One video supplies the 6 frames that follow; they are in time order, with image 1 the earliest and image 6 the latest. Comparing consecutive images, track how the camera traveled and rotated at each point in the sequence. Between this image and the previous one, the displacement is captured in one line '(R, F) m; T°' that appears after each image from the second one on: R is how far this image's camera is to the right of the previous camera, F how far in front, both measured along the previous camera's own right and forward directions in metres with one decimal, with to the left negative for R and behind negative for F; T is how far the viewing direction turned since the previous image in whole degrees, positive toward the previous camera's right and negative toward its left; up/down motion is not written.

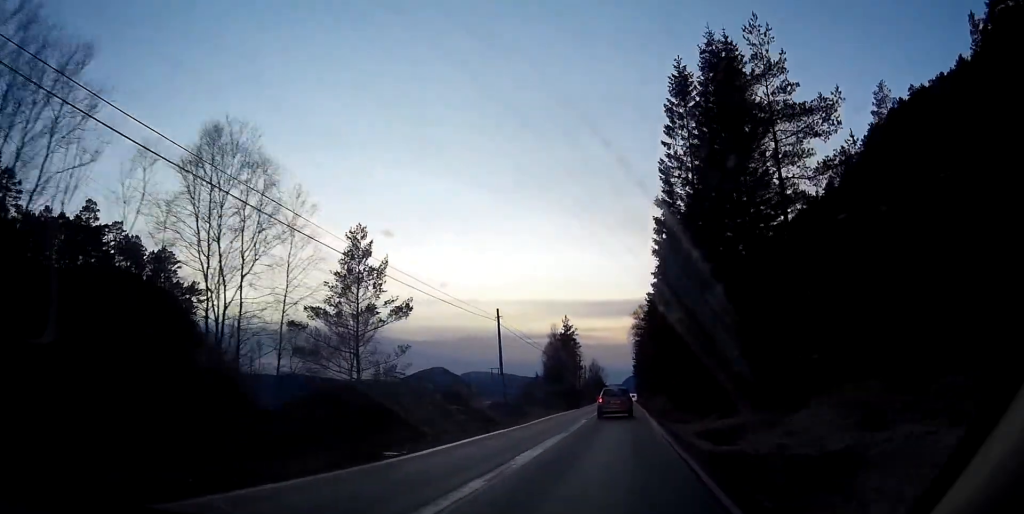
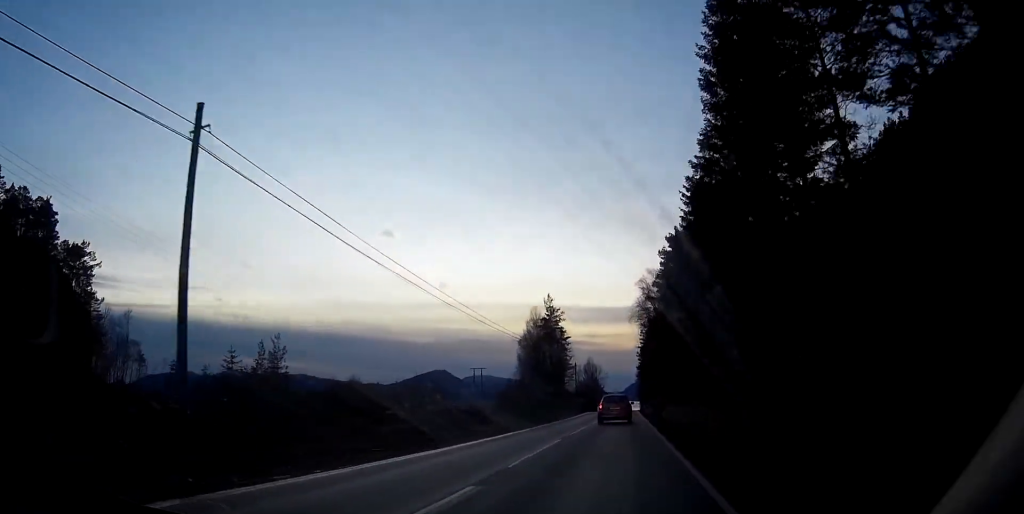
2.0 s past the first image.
(-0.2, +36.7) m; -1°
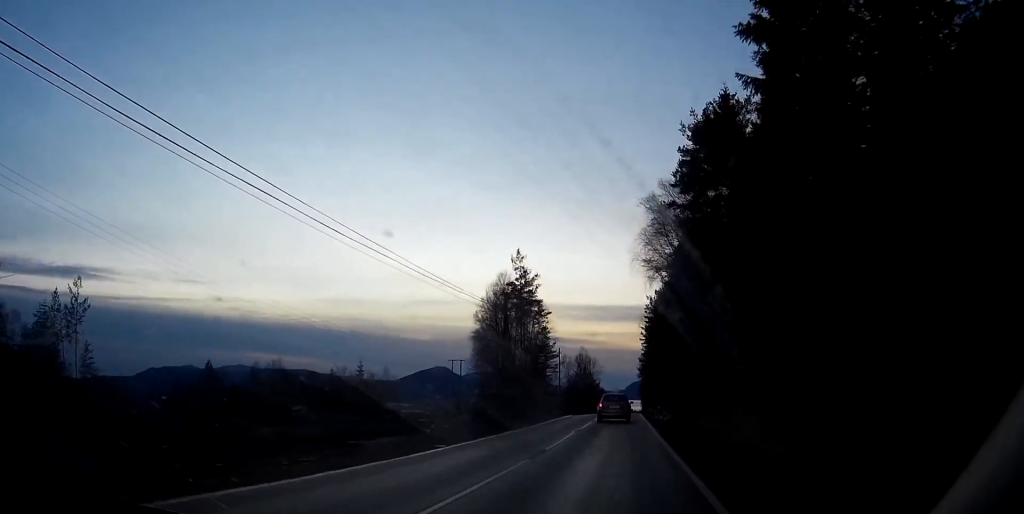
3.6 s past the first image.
(0.0, +30.9) m; 0°
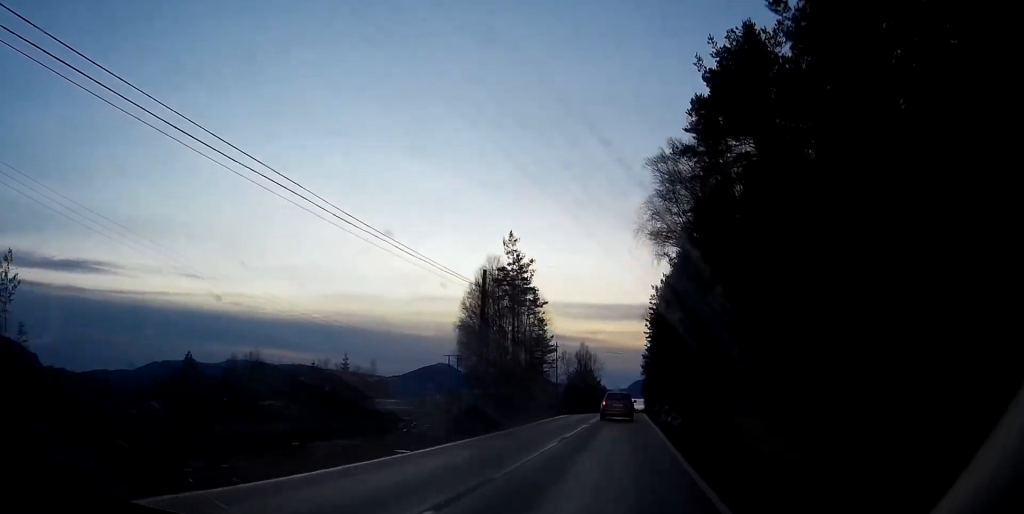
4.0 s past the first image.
(0.0, +7.4) m; 0°
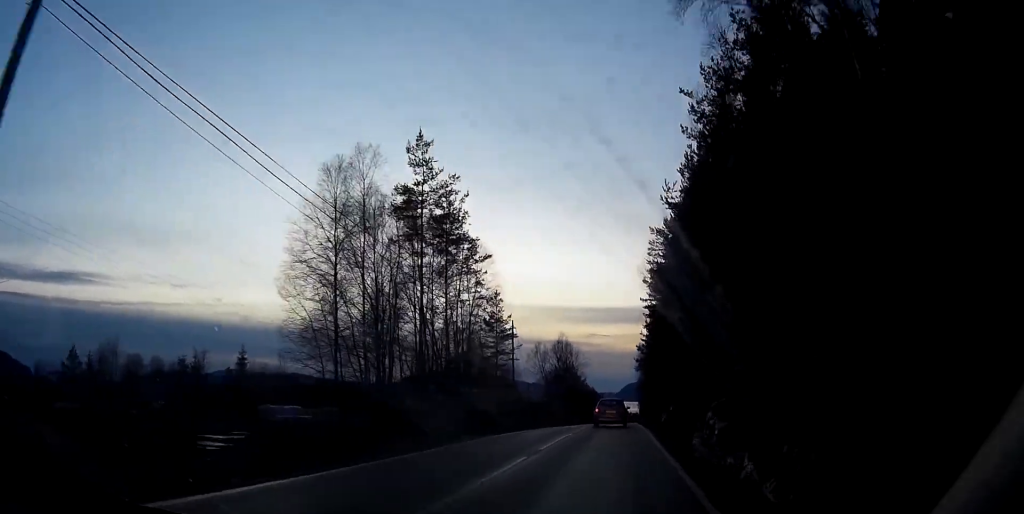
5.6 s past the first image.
(+0.1, +28.7) m; 0°
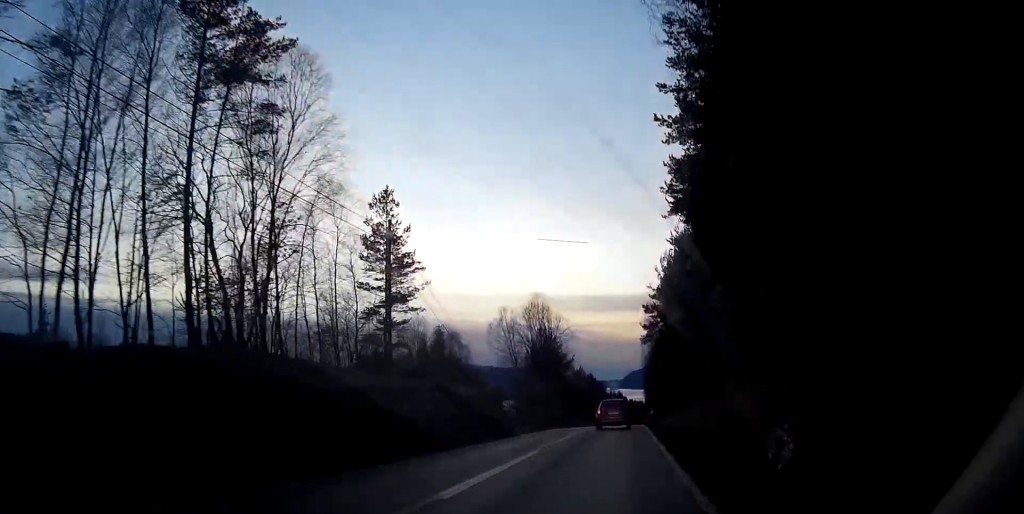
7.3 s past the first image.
(+0.3, +33.3) m; +2°
